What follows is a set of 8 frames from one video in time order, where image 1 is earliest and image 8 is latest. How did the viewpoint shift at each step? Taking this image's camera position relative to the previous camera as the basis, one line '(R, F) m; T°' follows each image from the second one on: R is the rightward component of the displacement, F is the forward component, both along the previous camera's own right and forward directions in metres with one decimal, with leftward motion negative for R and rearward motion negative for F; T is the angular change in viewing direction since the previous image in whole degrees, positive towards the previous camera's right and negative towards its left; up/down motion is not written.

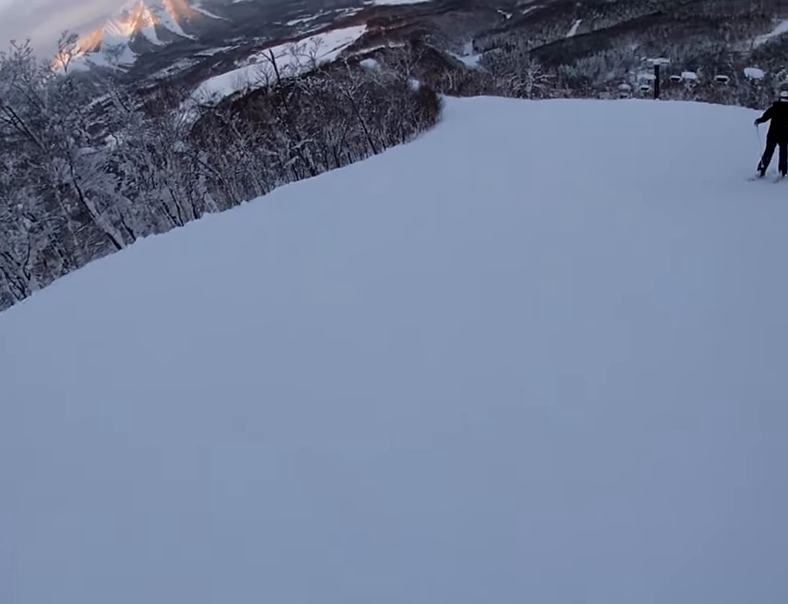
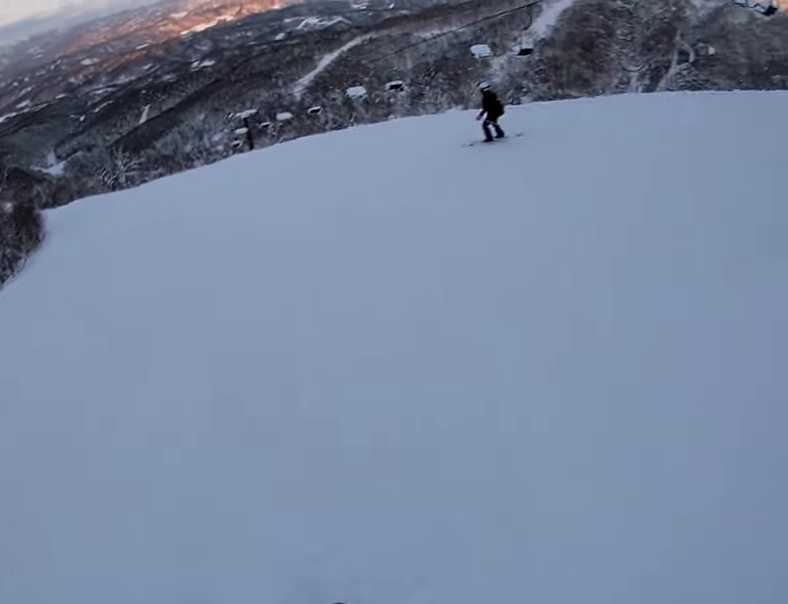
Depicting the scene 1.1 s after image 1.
(+3.1, +5.8) m; +36°
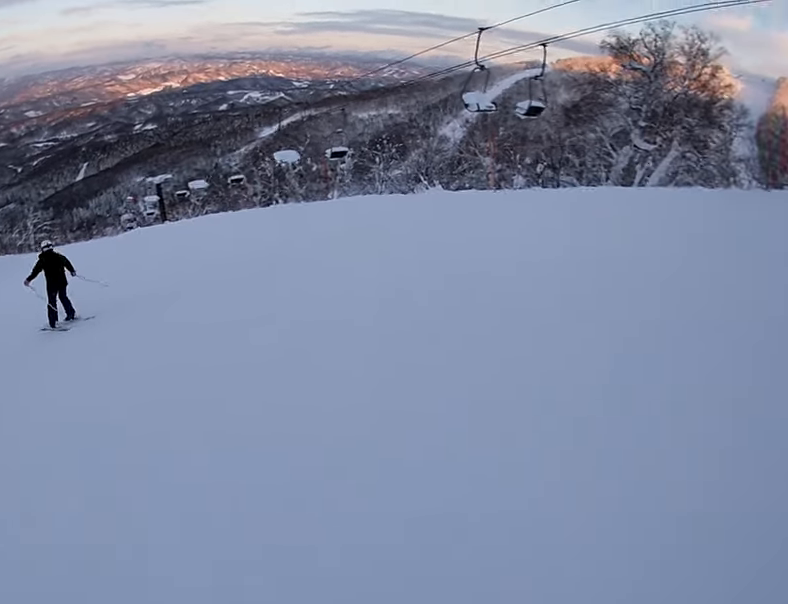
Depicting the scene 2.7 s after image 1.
(+0.5, +11.0) m; +1°
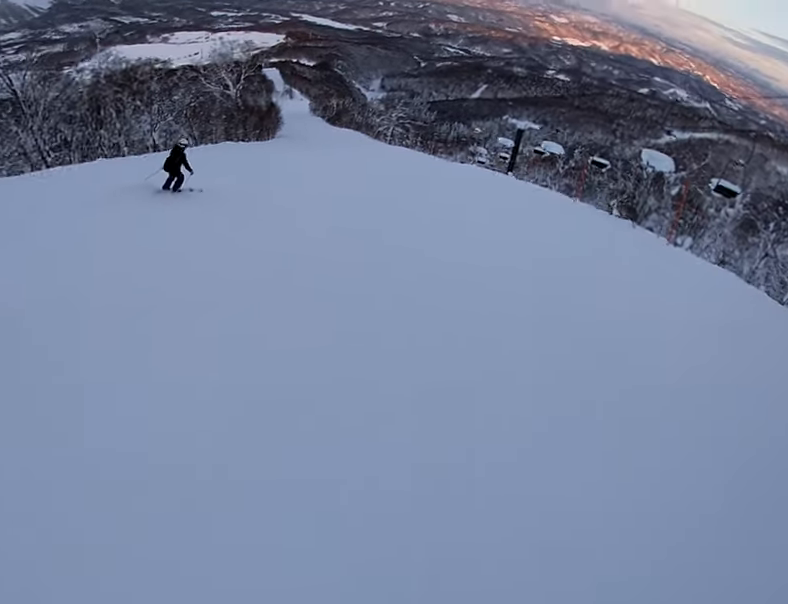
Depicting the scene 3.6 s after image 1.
(+0.1, +5.7) m; -10°
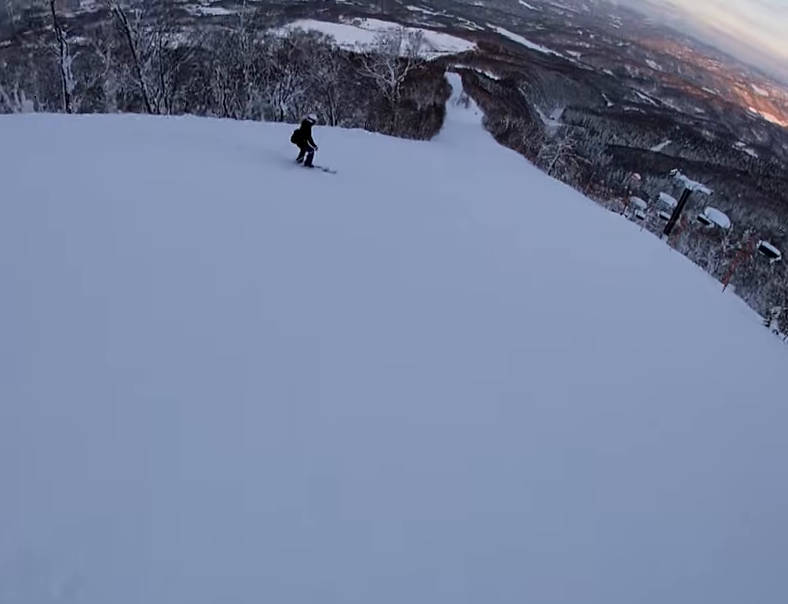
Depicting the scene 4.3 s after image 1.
(0.0, +4.2) m; -15°
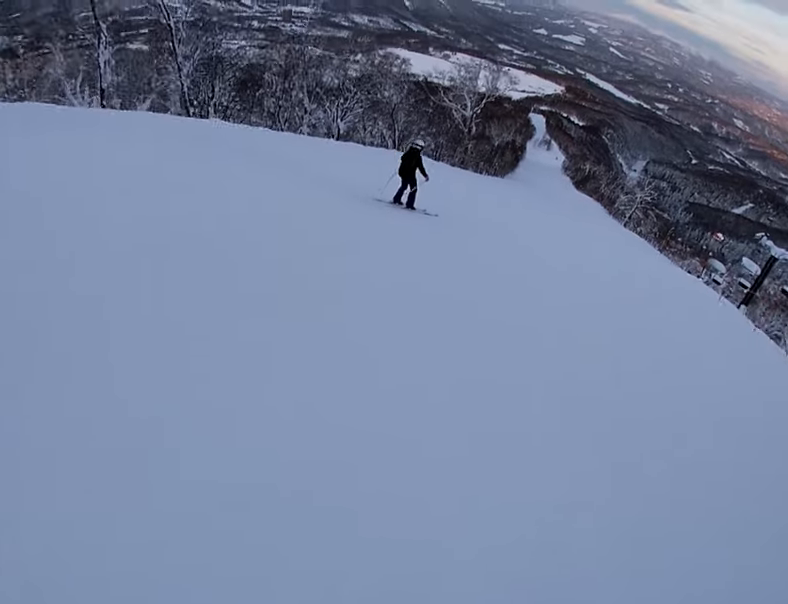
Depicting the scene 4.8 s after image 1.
(-0.9, +3.1) m; -16°
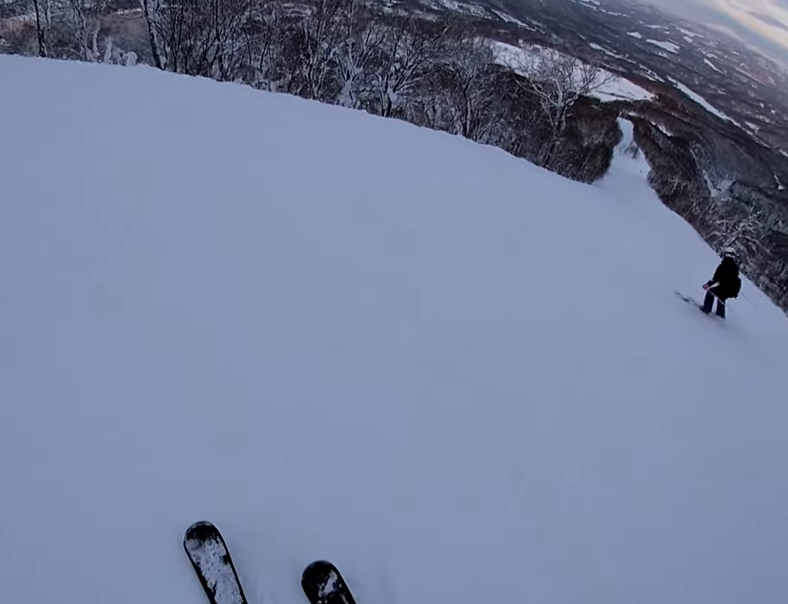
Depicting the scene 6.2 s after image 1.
(-2.4, +7.9) m; -29°
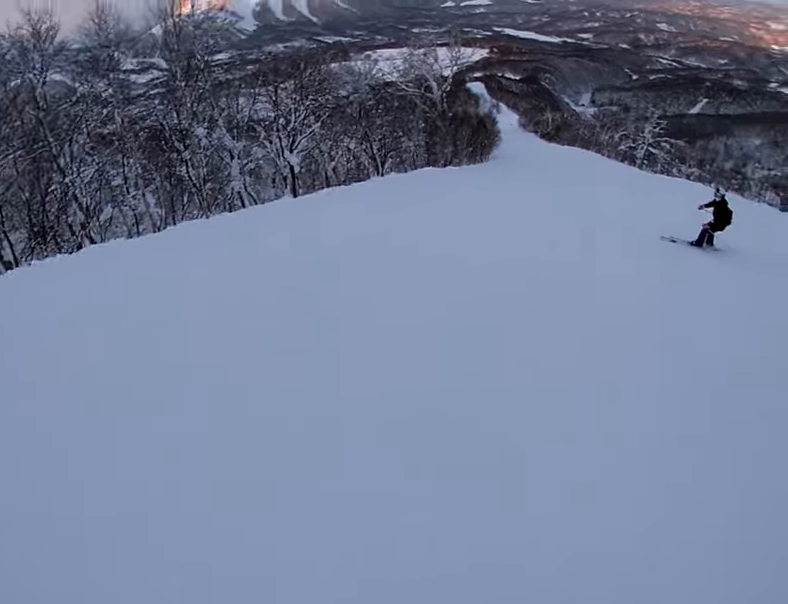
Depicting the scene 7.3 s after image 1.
(-0.5, +5.1) m; +14°
